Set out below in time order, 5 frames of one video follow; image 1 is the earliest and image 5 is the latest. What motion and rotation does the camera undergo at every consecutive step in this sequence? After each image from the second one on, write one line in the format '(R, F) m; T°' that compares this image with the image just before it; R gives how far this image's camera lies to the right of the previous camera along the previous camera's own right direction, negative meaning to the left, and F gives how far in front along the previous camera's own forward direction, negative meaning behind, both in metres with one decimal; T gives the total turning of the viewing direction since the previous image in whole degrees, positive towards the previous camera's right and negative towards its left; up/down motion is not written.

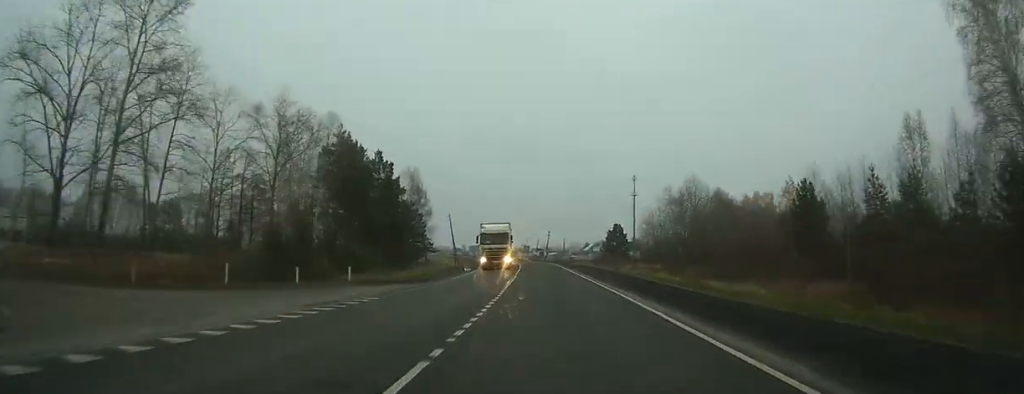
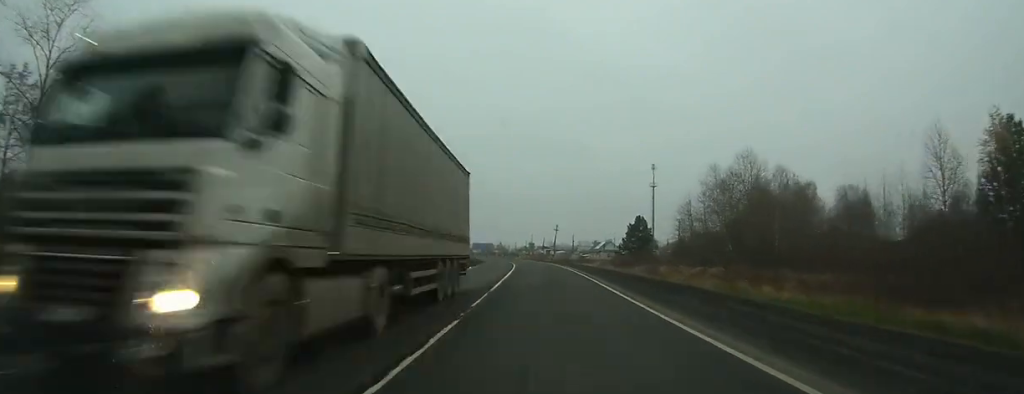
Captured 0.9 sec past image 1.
(+0.1, +25.8) m; 0°
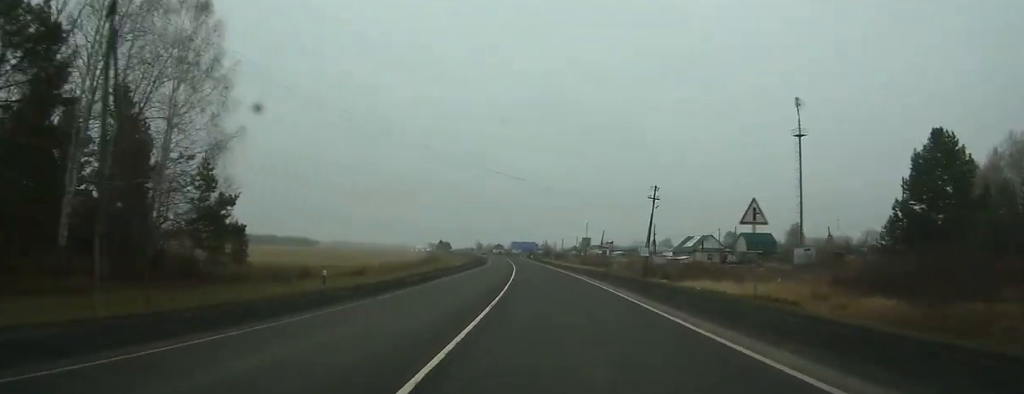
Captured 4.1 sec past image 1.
(-2.1, +85.2) m; -3°
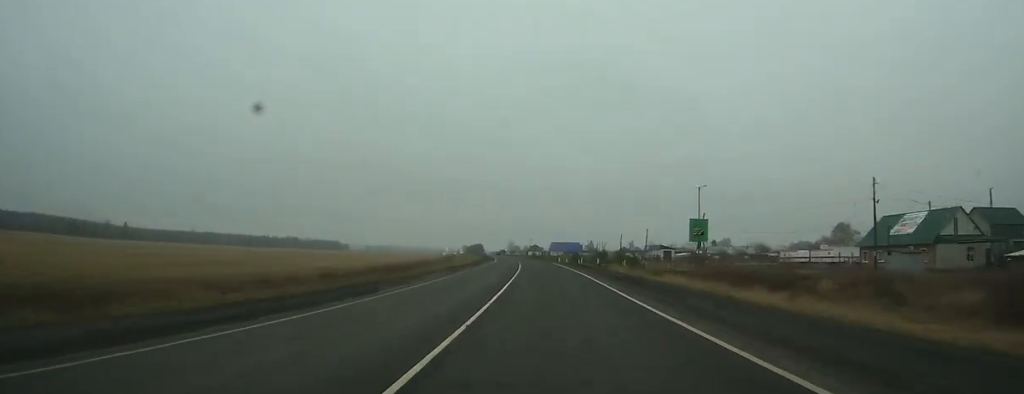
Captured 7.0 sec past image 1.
(-2.8, +79.6) m; -4°
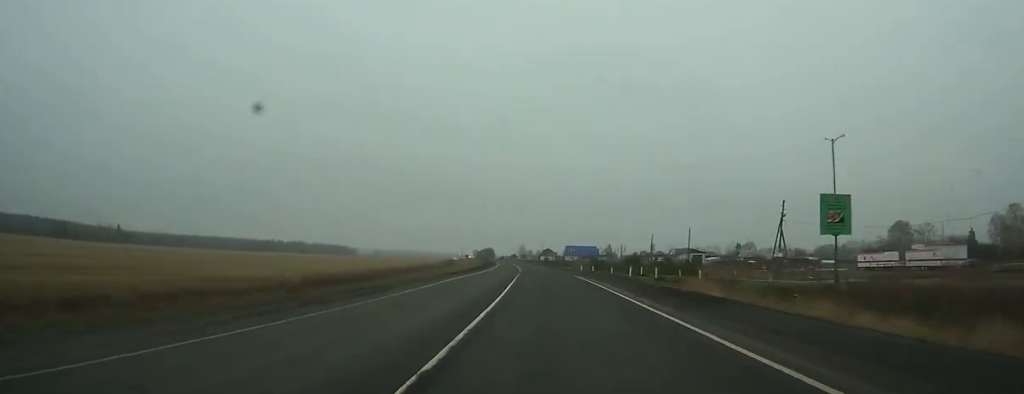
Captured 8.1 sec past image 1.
(-0.4, +31.0) m; -1°
